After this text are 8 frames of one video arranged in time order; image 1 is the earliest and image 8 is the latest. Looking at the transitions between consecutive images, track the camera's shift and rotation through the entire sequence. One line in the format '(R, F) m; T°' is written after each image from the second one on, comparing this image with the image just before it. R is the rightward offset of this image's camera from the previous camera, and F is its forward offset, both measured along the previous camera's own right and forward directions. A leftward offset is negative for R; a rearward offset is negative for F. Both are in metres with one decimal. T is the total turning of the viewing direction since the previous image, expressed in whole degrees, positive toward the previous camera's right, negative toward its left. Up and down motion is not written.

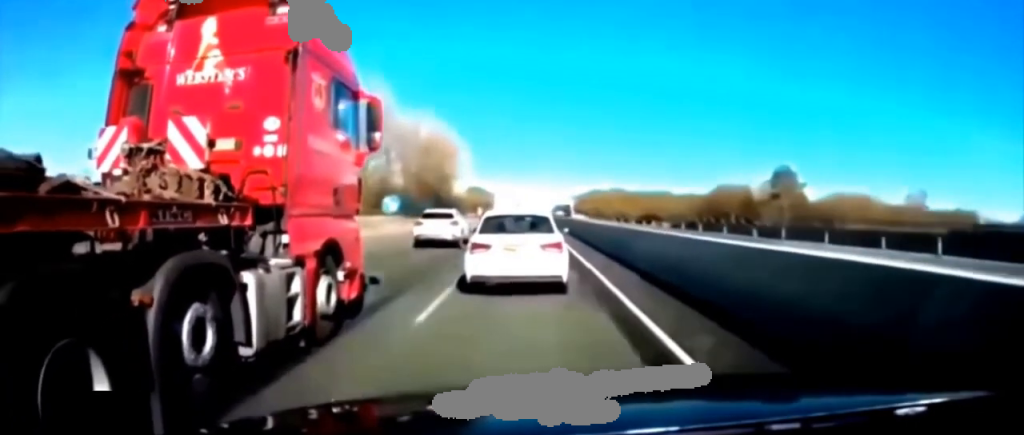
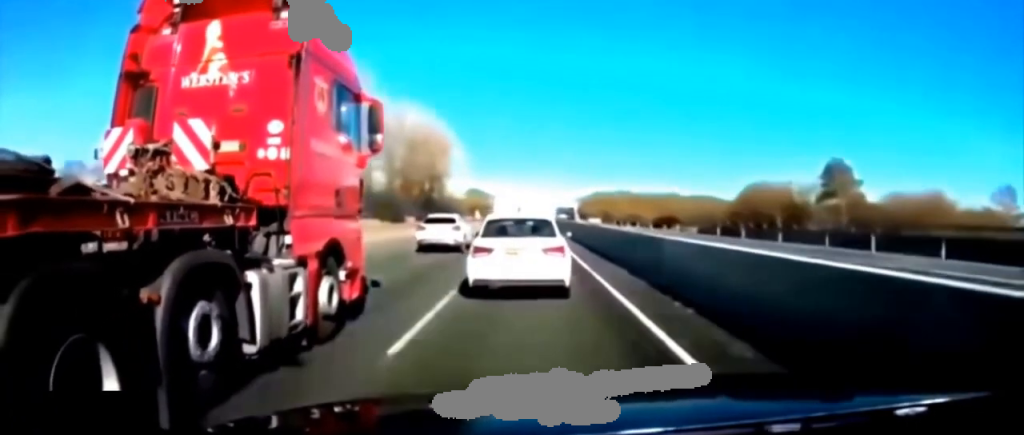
(0.0, +12.2) m; 0°
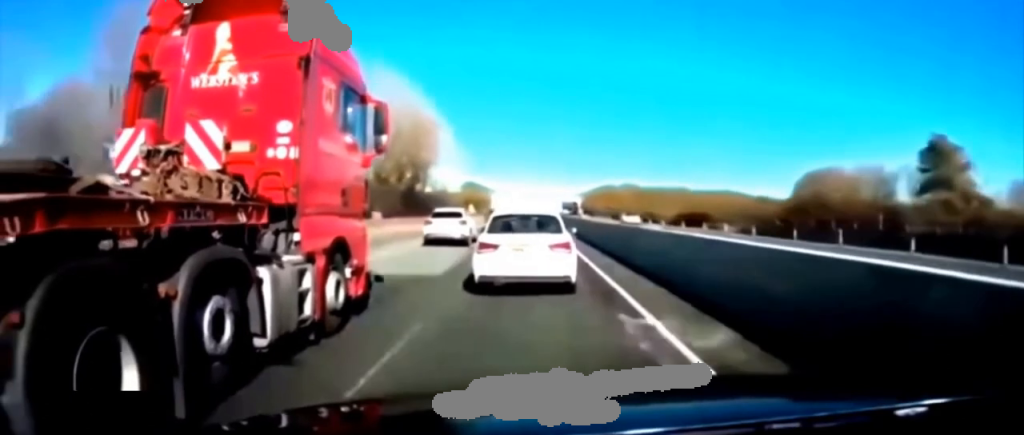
(0.0, +17.2) m; 0°
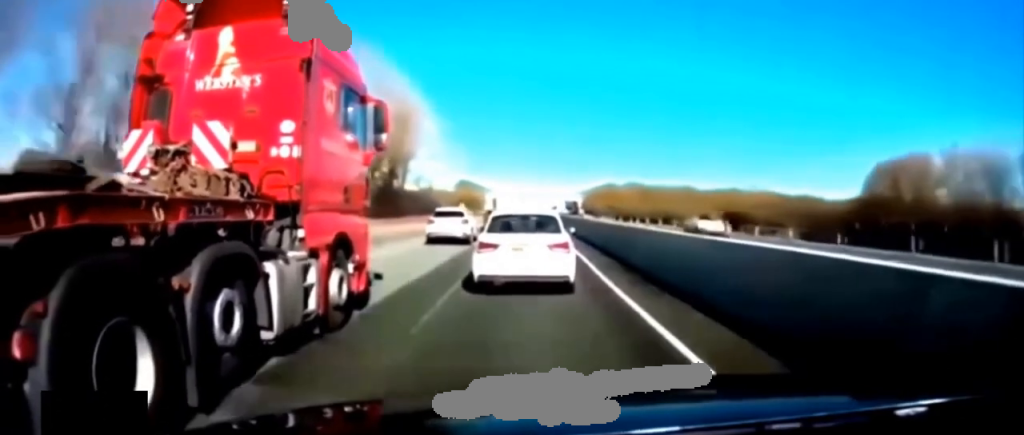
(0.0, +13.9) m; 0°
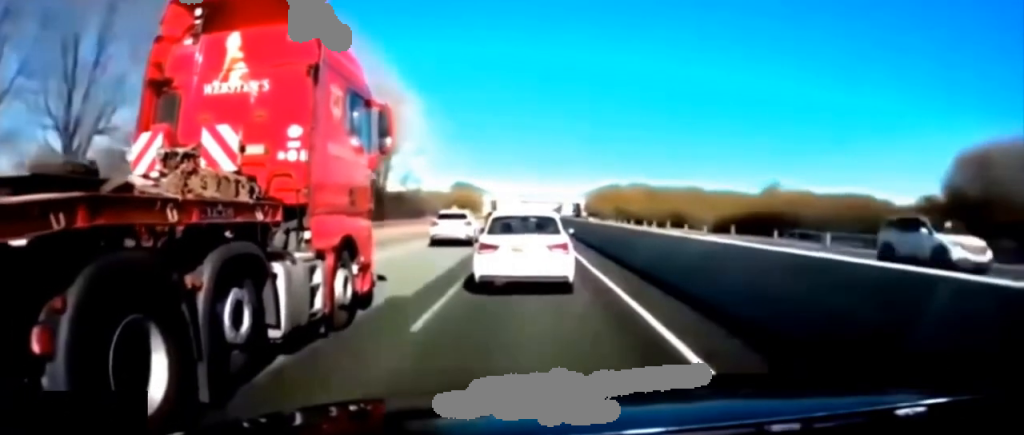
(+0.1, +10.6) m; 0°
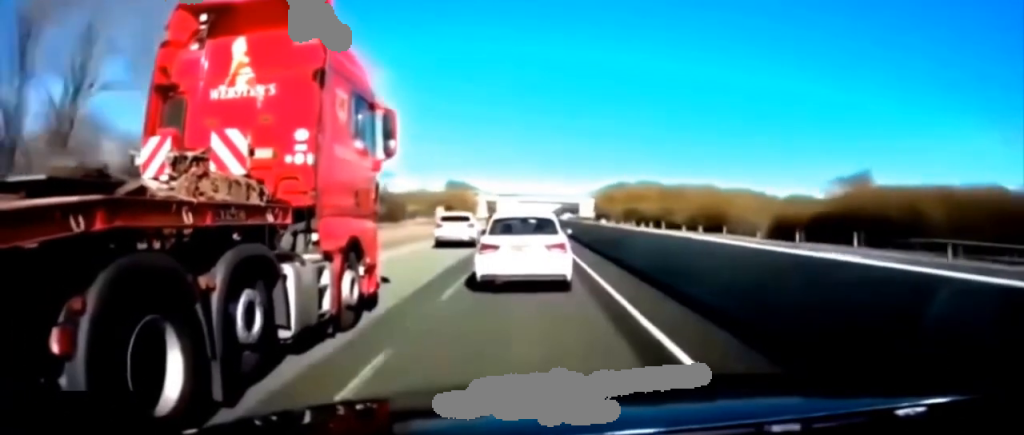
(+0.1, +17.2) m; 0°
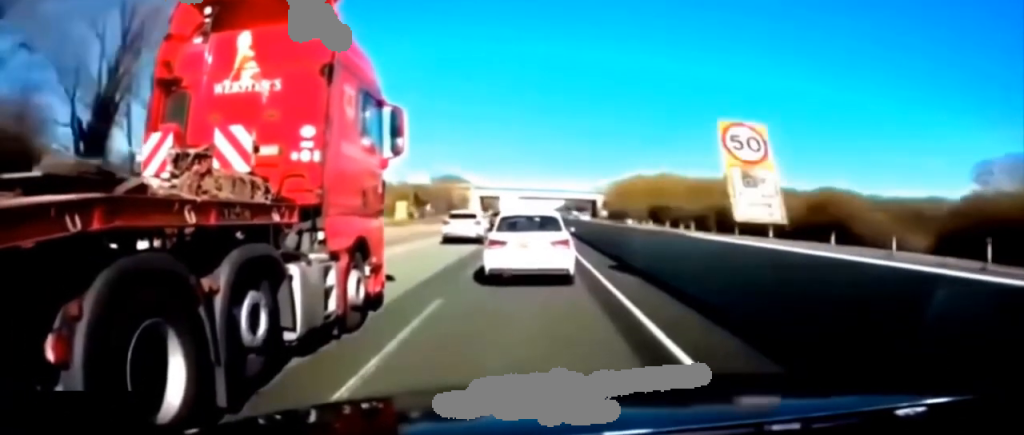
(-0.2, +28.0) m; 0°
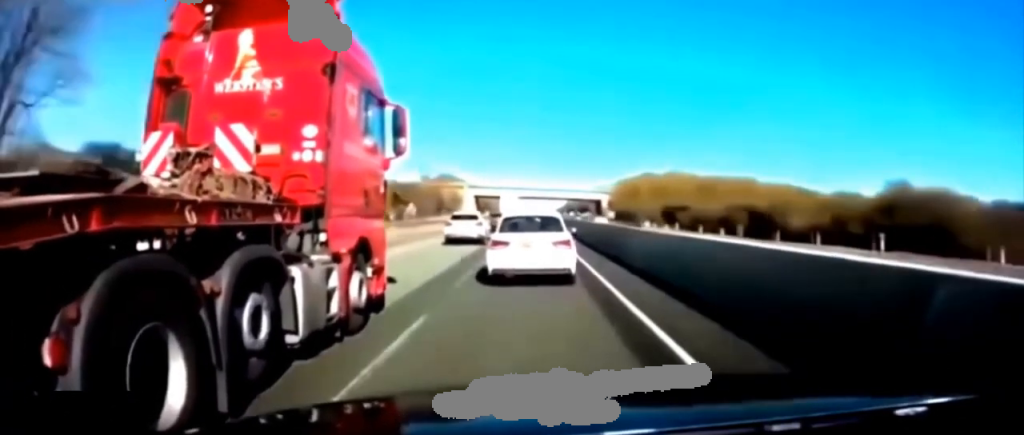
(0.0, +10.7) m; 0°
